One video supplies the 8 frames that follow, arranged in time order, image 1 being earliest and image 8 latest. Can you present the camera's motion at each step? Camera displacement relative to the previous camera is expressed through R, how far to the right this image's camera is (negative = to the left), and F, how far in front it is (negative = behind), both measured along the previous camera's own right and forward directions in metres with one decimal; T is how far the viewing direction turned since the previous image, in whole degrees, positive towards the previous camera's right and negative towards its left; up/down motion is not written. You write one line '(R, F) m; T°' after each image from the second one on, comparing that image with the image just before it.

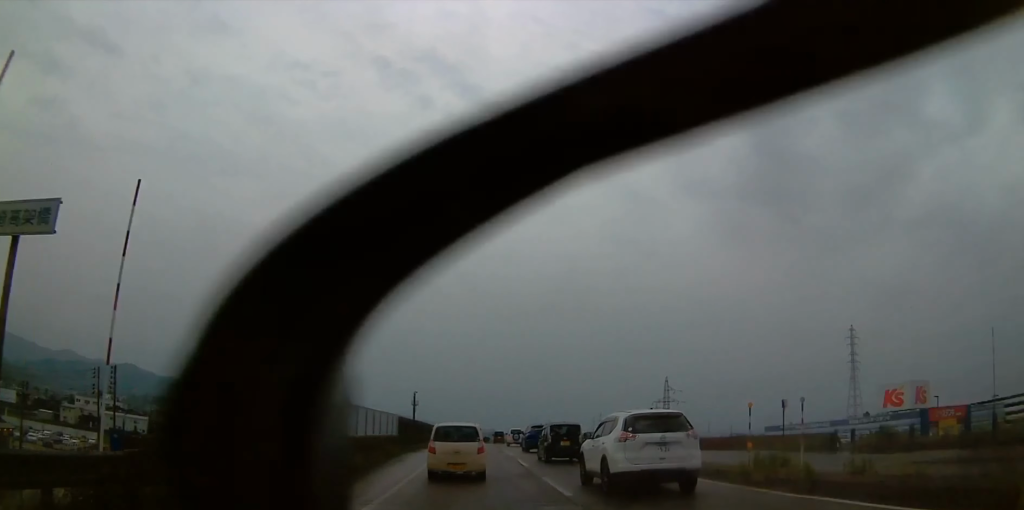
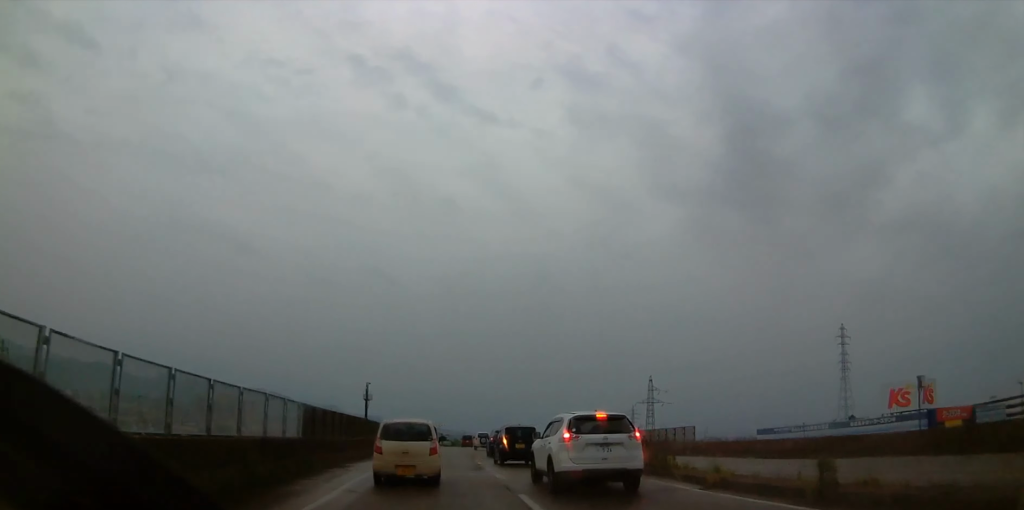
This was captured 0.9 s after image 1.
(+0.2, +14.8) m; +3°
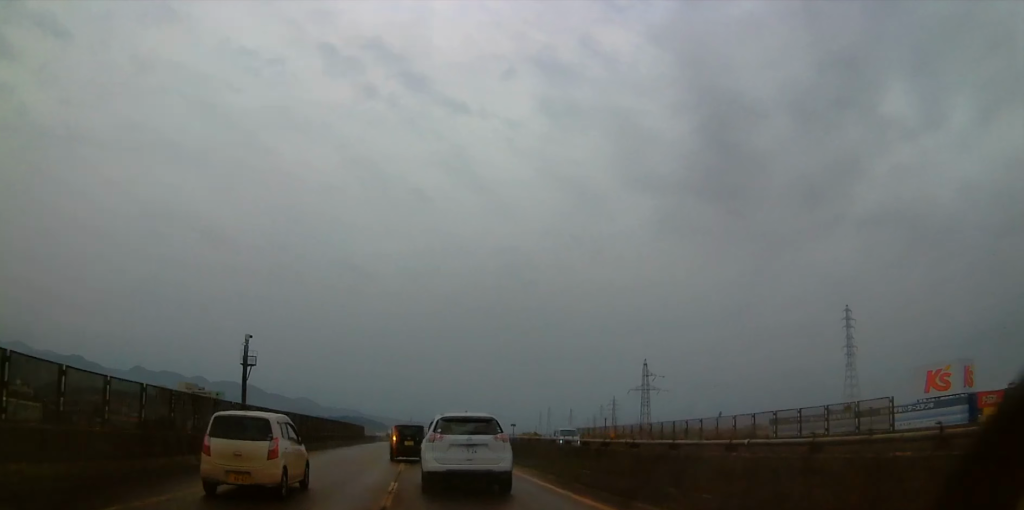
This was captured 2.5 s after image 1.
(+1.2, +26.3) m; +1°
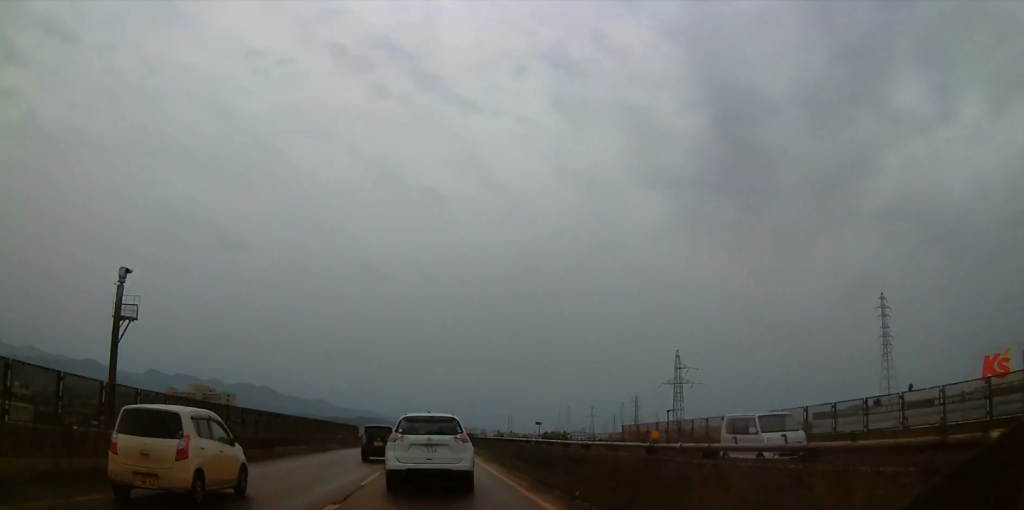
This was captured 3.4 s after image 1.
(-0.3, +15.4) m; 0°
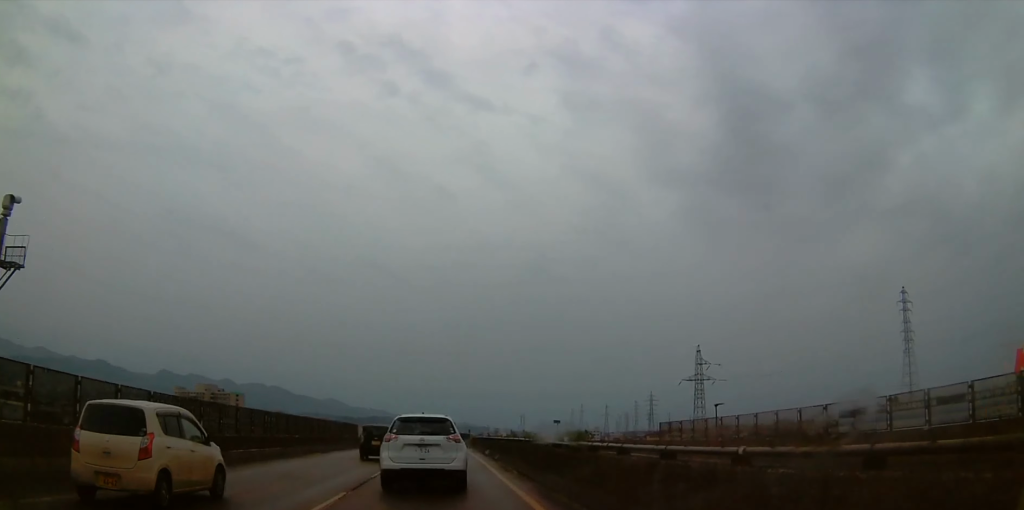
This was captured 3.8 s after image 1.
(+0.1, +7.3) m; 0°
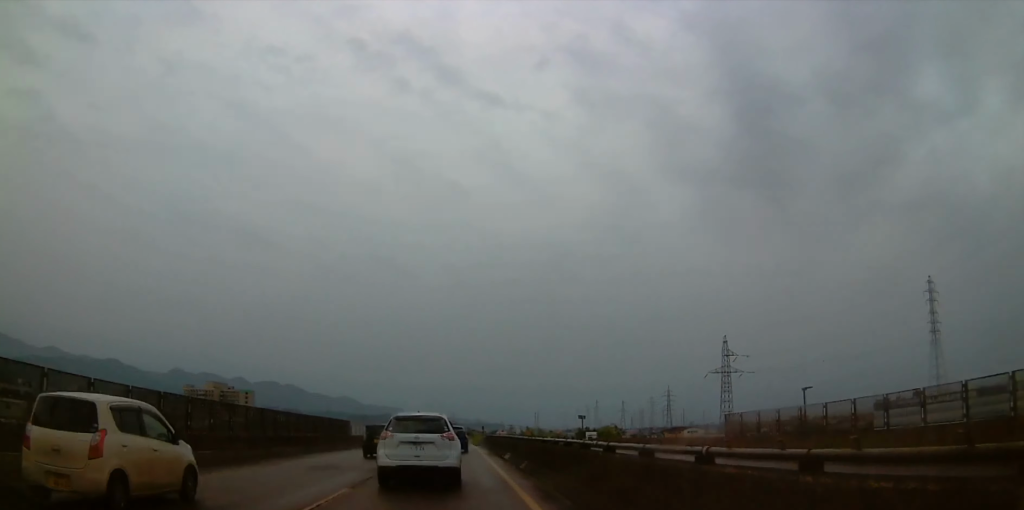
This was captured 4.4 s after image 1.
(+0.2, +10.1) m; +1°
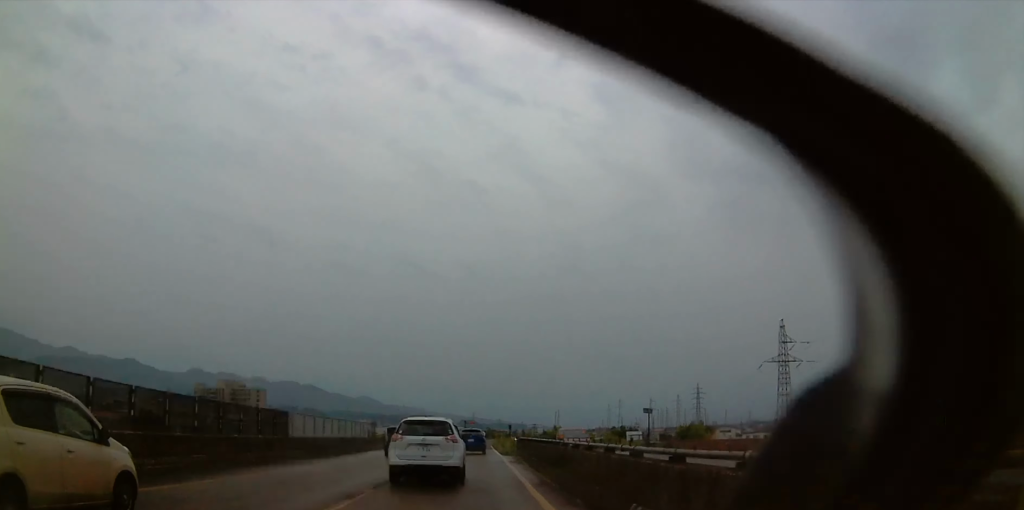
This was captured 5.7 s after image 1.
(-0.3, +20.9) m; -4°
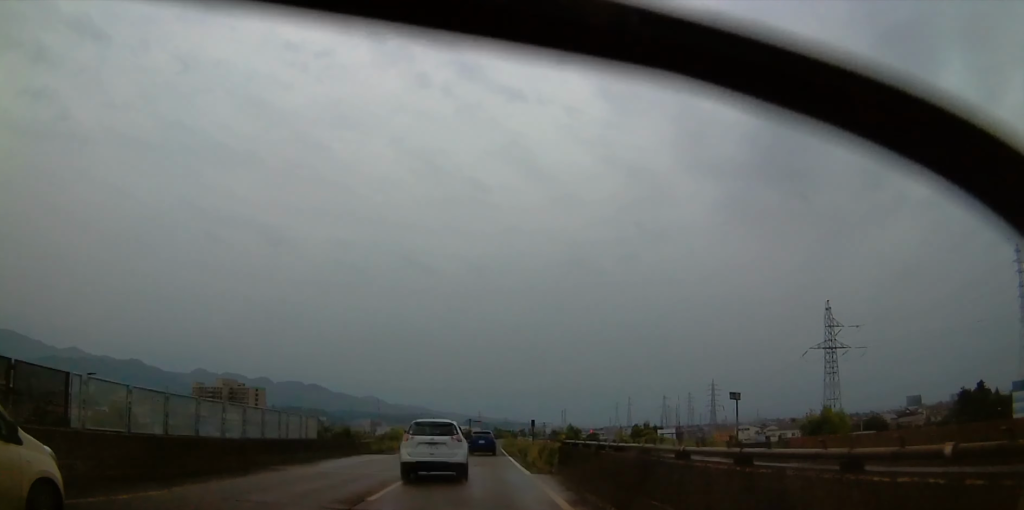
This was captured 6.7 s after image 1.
(-0.8, +17.5) m; 0°
